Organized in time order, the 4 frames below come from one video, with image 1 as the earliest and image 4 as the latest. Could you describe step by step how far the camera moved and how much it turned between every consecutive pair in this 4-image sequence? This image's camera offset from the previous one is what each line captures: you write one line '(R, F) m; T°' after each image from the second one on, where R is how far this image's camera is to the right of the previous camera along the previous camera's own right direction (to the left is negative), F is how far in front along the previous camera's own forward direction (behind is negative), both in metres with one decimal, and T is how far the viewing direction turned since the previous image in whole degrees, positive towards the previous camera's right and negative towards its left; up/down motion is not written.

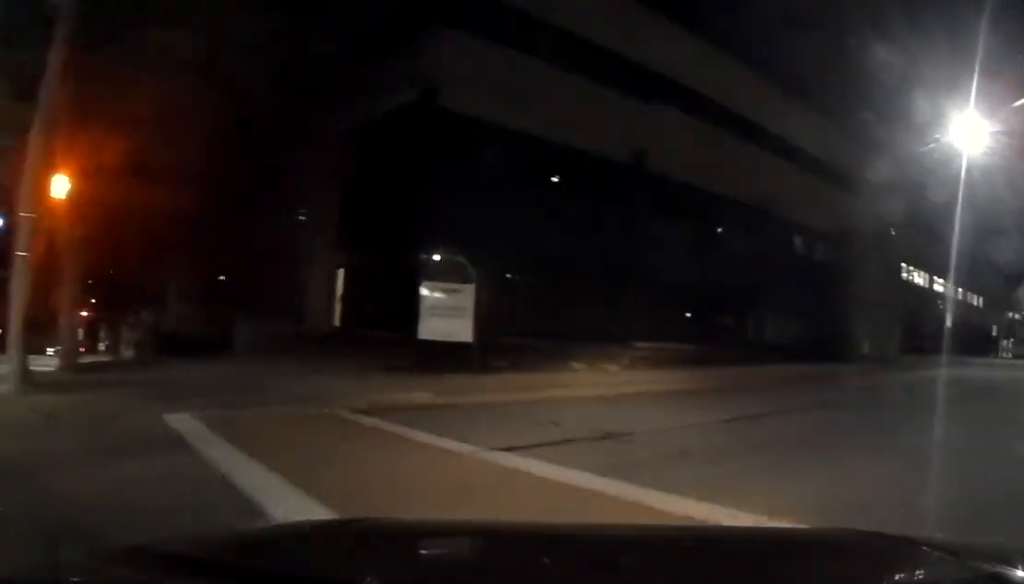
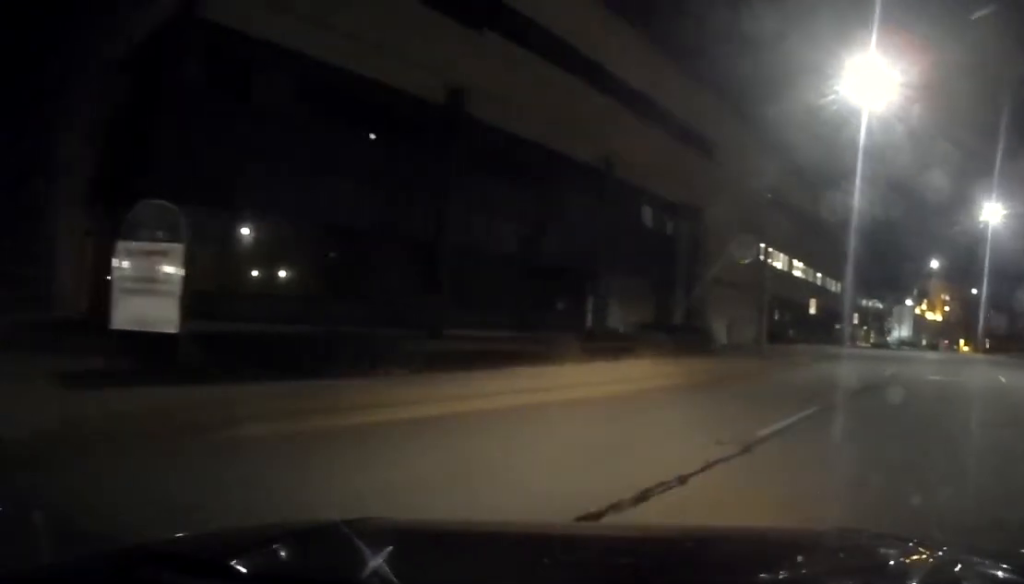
(+0.8, +5.6) m; +12°
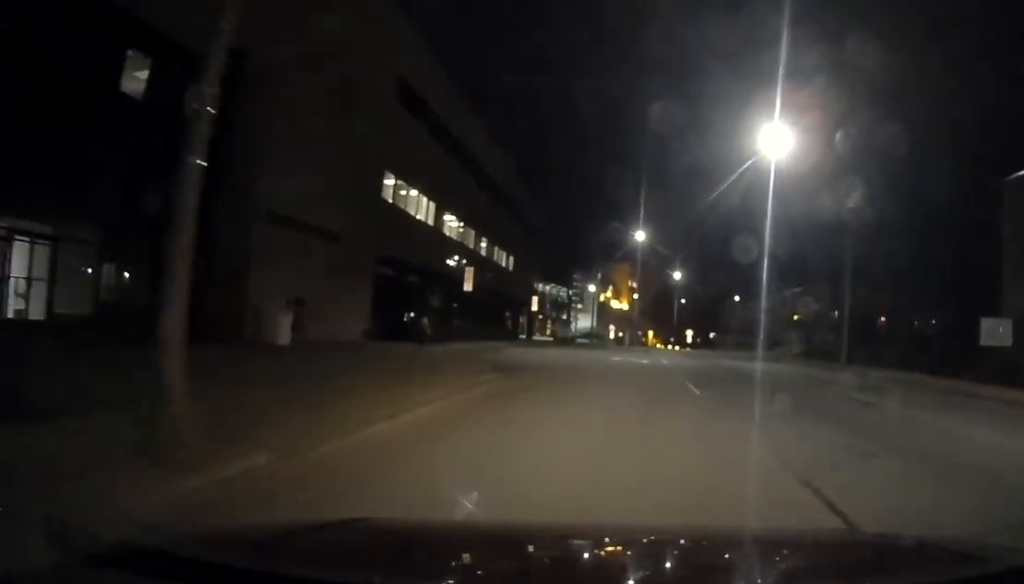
(+4.6, +19.3) m; +23°
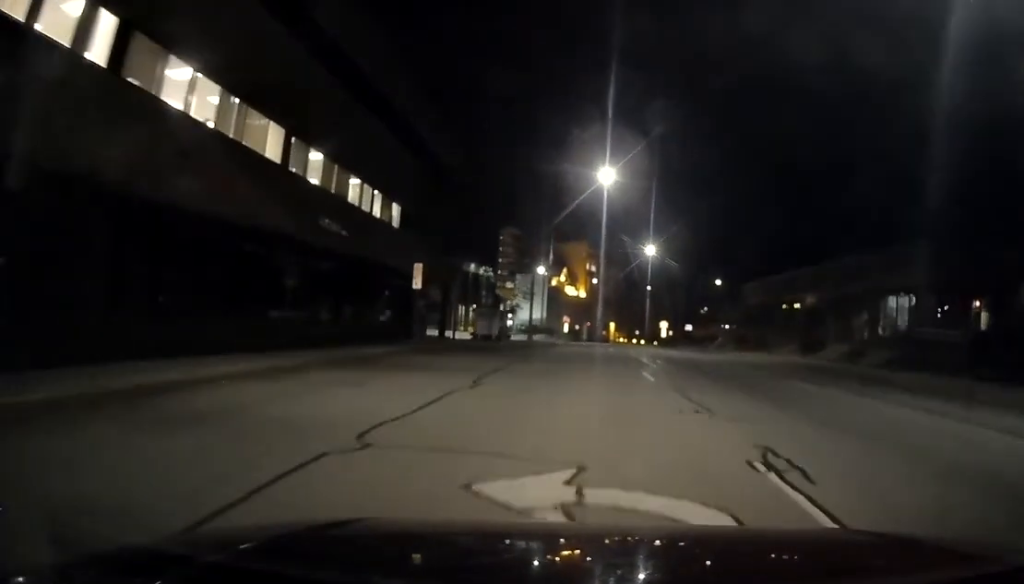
(+1.8, +22.2) m; +4°
